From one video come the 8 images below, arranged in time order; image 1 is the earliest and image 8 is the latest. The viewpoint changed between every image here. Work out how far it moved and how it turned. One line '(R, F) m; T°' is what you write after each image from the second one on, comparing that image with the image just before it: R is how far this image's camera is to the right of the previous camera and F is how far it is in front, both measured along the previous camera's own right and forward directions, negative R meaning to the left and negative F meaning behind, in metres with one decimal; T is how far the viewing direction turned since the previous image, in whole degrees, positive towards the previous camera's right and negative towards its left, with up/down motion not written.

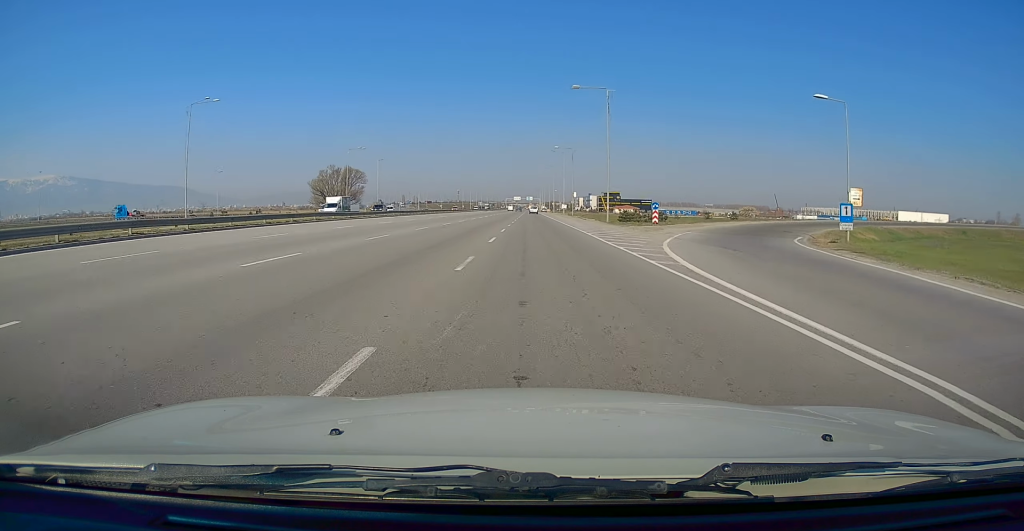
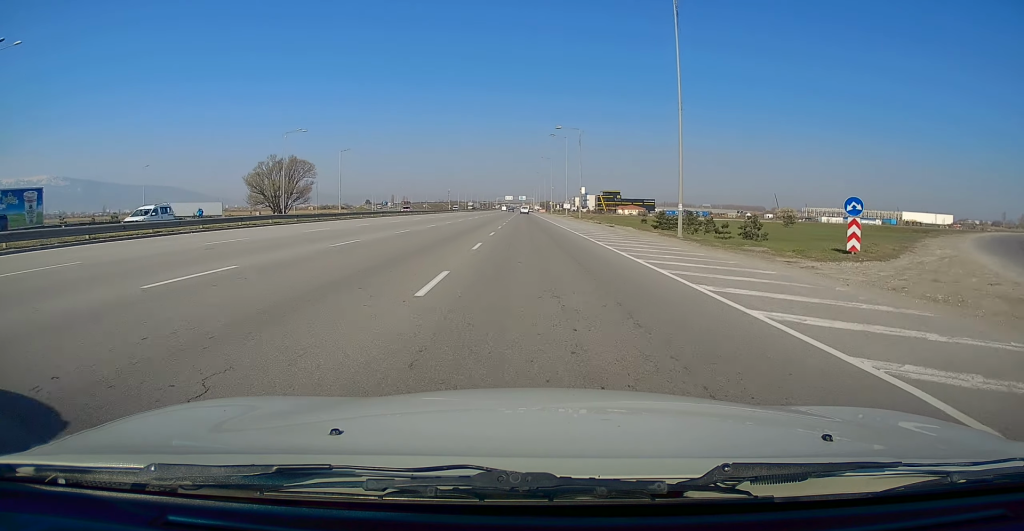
(0.0, +30.1) m; -1°
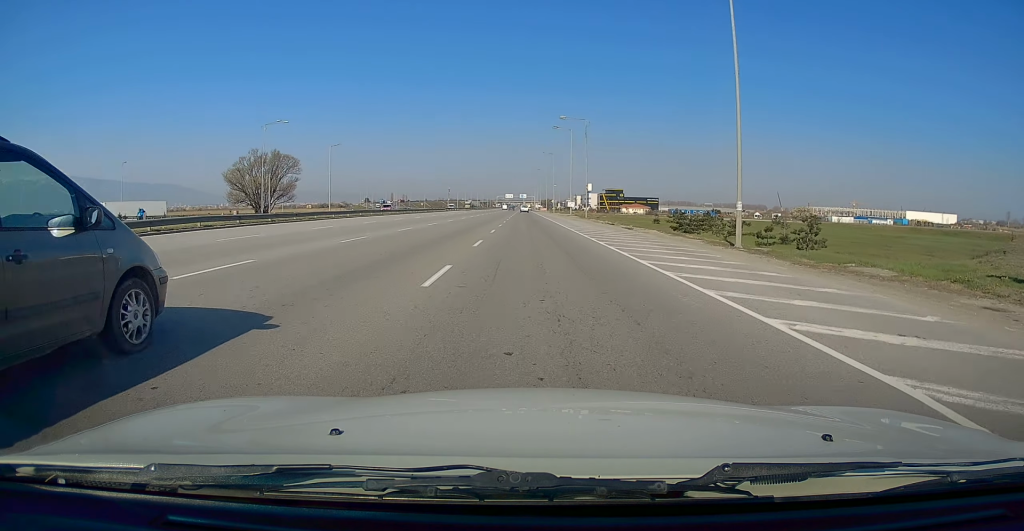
(-0.2, +8.2) m; 0°
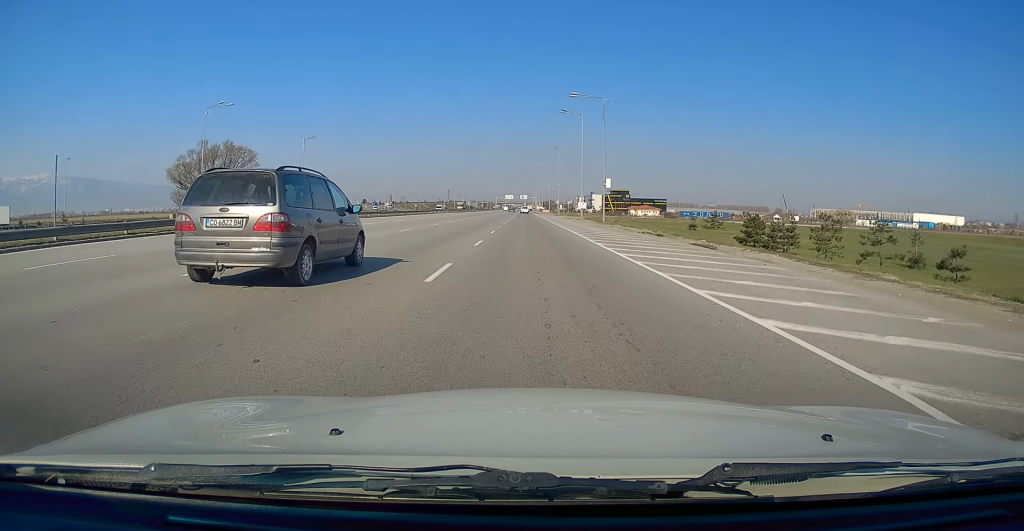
(+0.2, +17.4) m; +1°
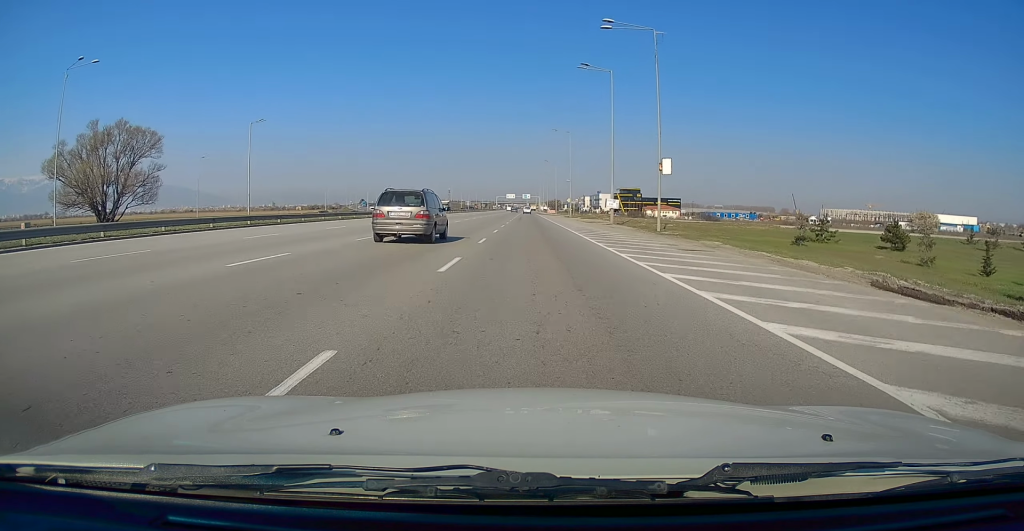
(+0.1, +25.4) m; 0°
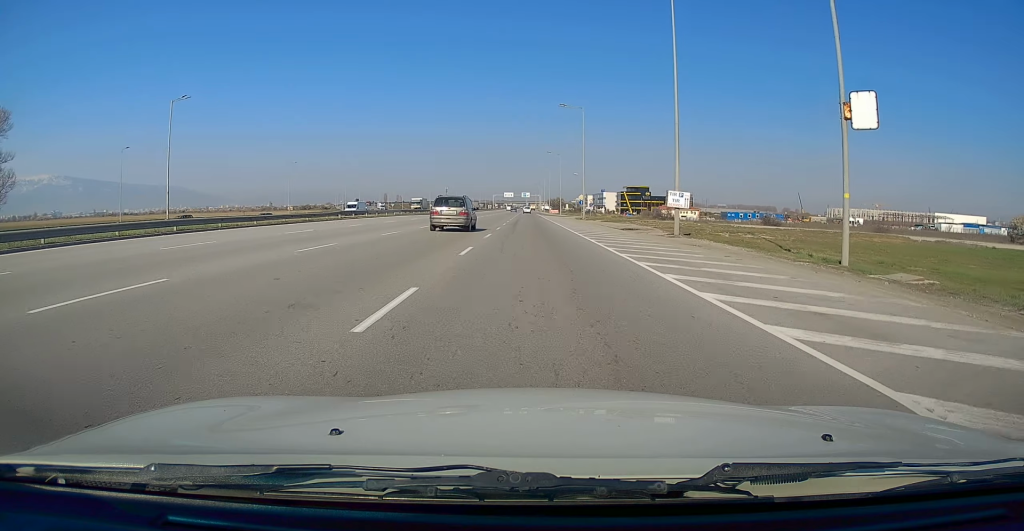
(-0.4, +23.1) m; -1°
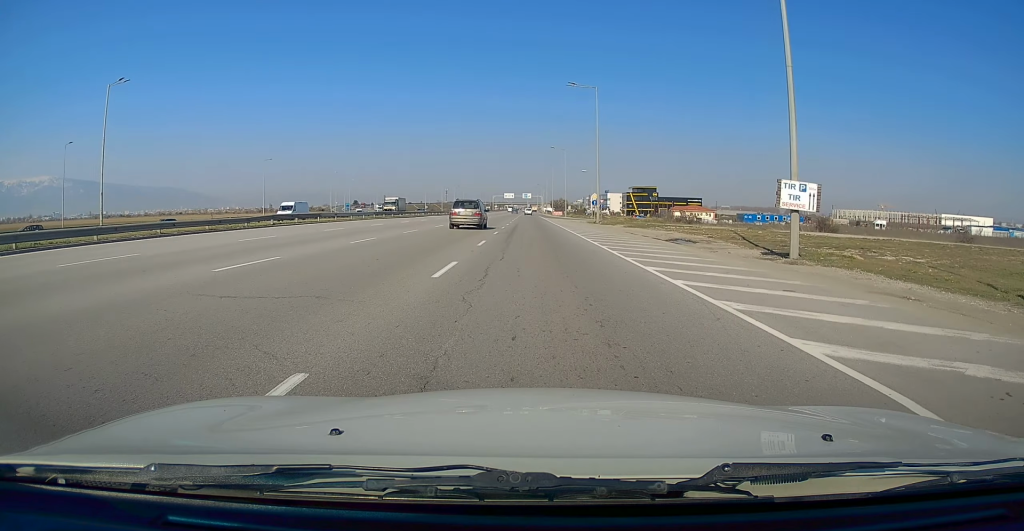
(-0.1, +13.3) m; 0°
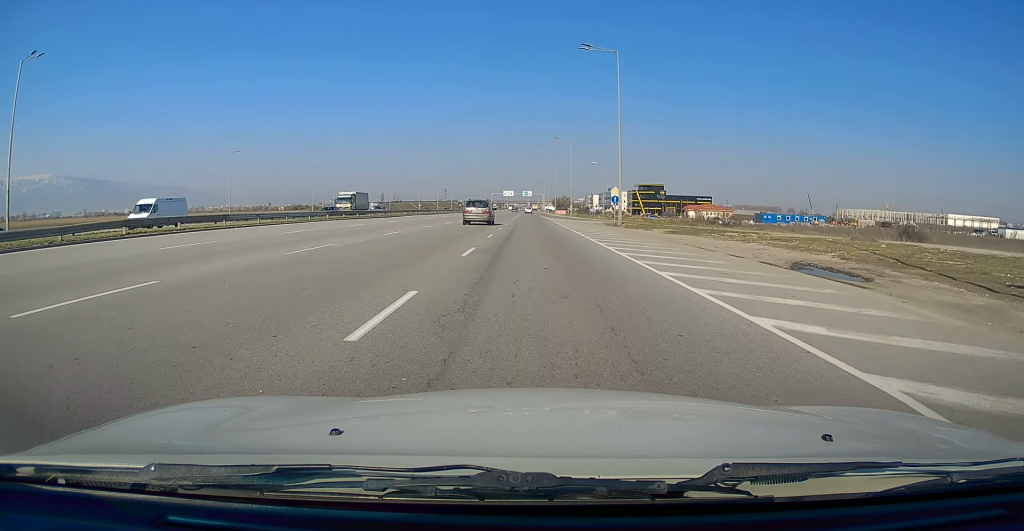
(+0.3, +13.9) m; 0°
